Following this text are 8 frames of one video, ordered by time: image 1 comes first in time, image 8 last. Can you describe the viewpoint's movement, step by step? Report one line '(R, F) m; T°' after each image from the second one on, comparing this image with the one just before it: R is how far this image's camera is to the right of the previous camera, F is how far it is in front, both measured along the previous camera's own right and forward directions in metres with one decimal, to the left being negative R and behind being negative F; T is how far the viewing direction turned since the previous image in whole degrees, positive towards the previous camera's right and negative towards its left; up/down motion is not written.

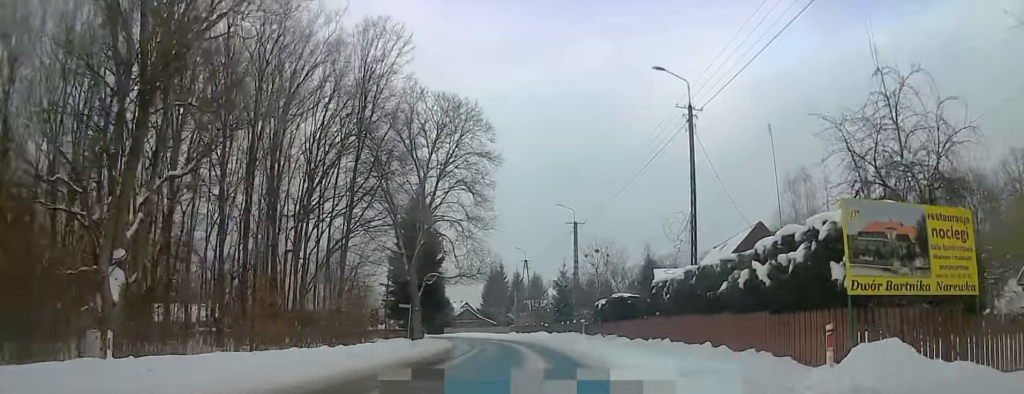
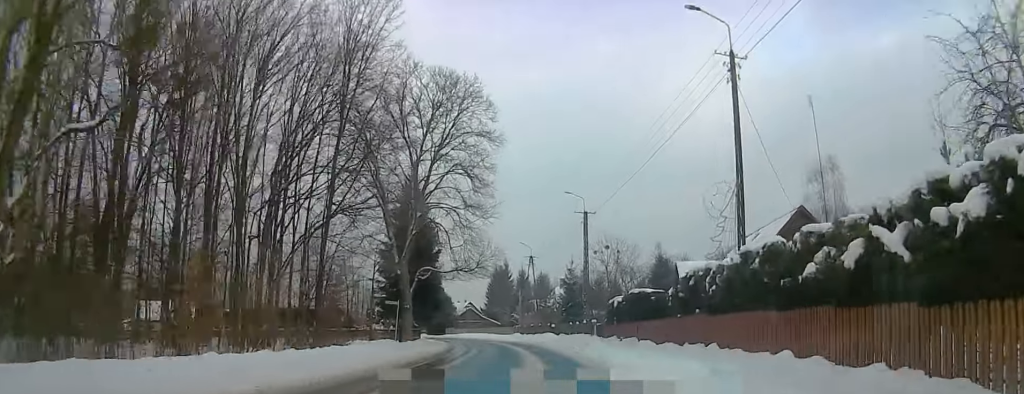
(0.0, +5.3) m; 0°
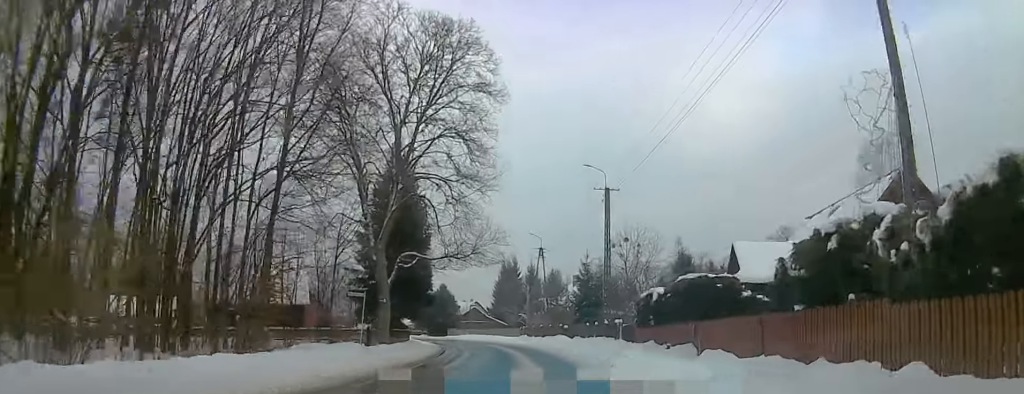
(0.0, +9.6) m; 0°
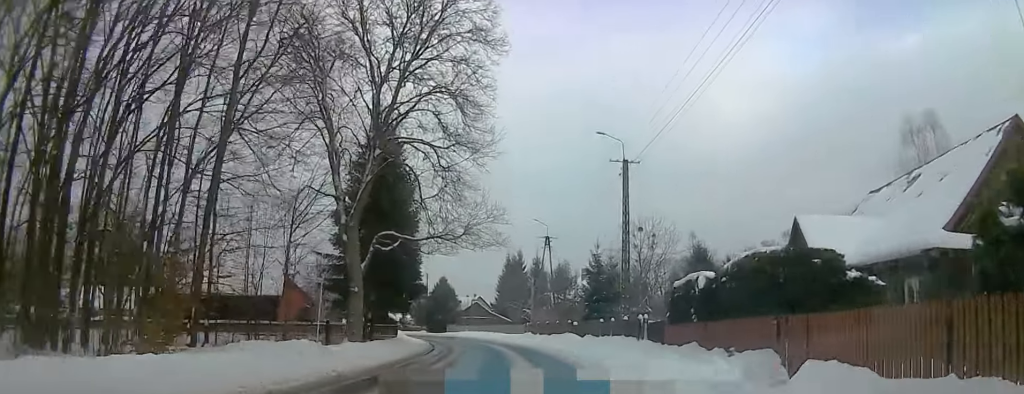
(0.0, +6.8) m; 0°
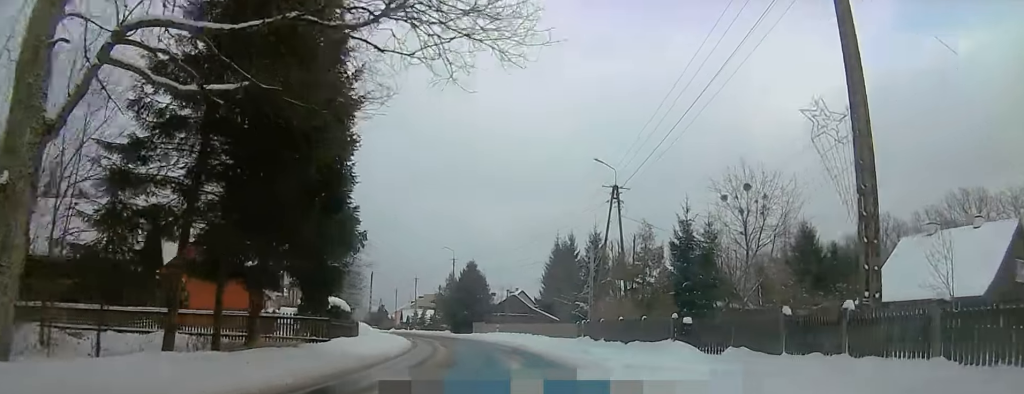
(0.0, +23.7) m; 0°
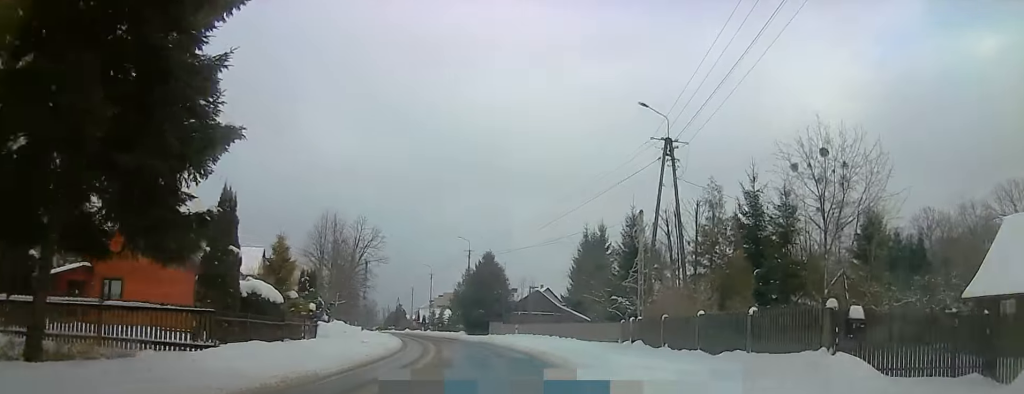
(0.0, +10.6) m; 0°
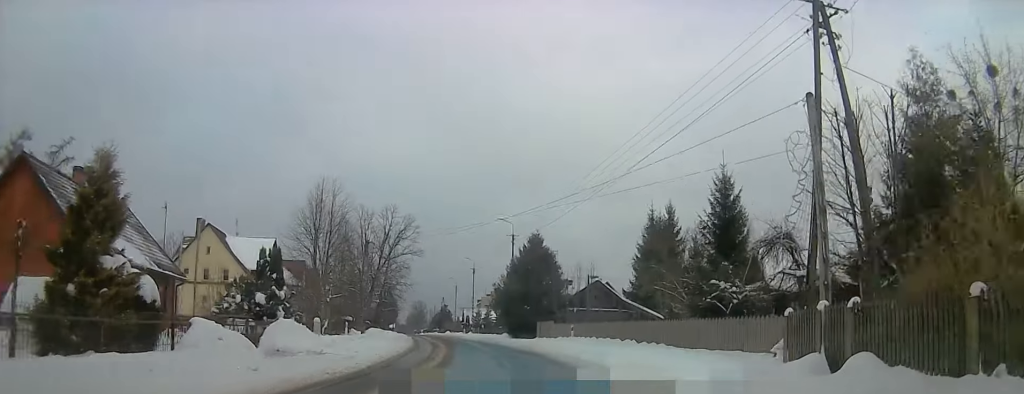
(-0.1, +13.6) m; -4°
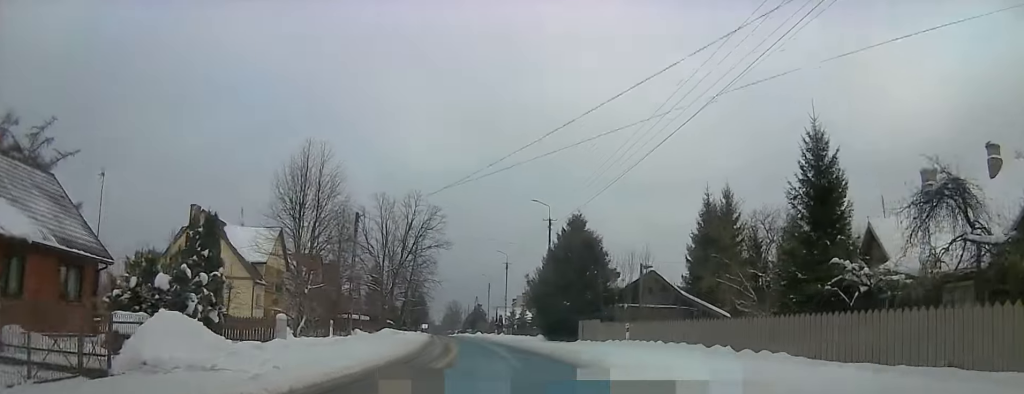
(0.0, +9.3) m; -8°
